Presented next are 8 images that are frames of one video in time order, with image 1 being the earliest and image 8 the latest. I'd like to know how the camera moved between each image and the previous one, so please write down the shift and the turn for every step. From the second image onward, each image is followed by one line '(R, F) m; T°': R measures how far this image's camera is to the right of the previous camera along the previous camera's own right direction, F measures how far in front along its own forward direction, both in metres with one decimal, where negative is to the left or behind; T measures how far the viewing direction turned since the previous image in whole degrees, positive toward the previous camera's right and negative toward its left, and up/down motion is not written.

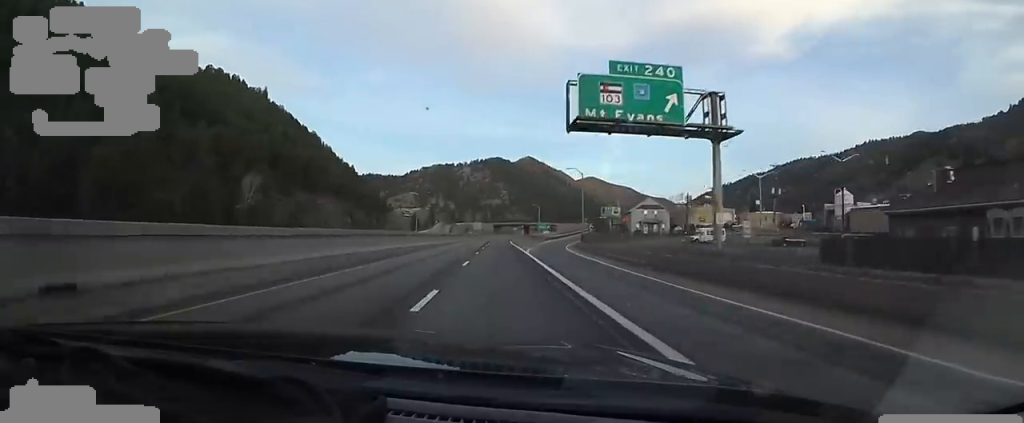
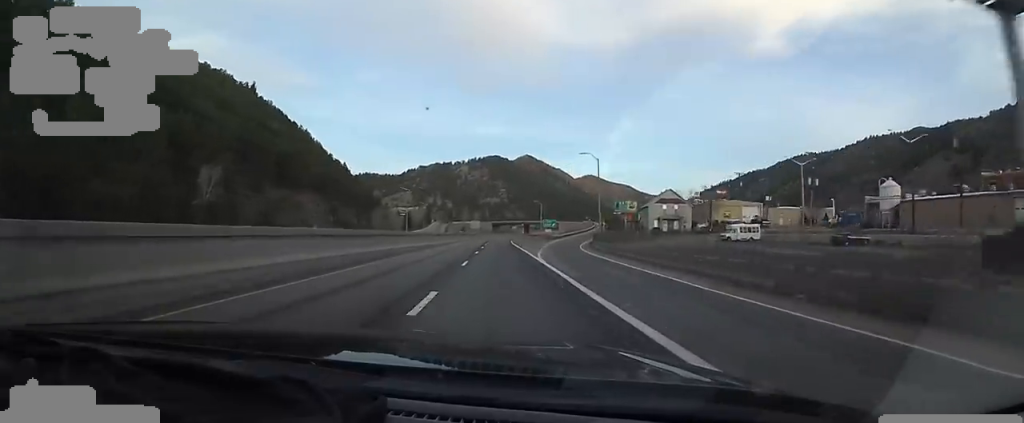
(+0.1, +12.5) m; +1°
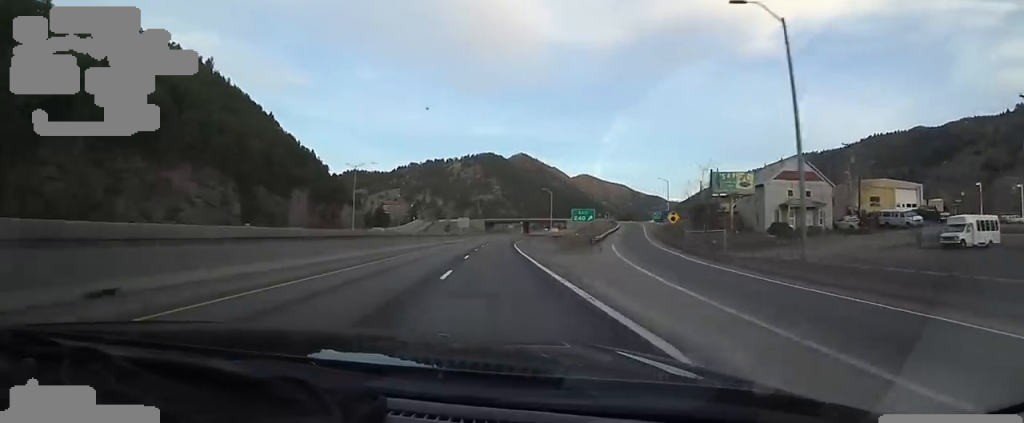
(+1.7, +42.1) m; +2°
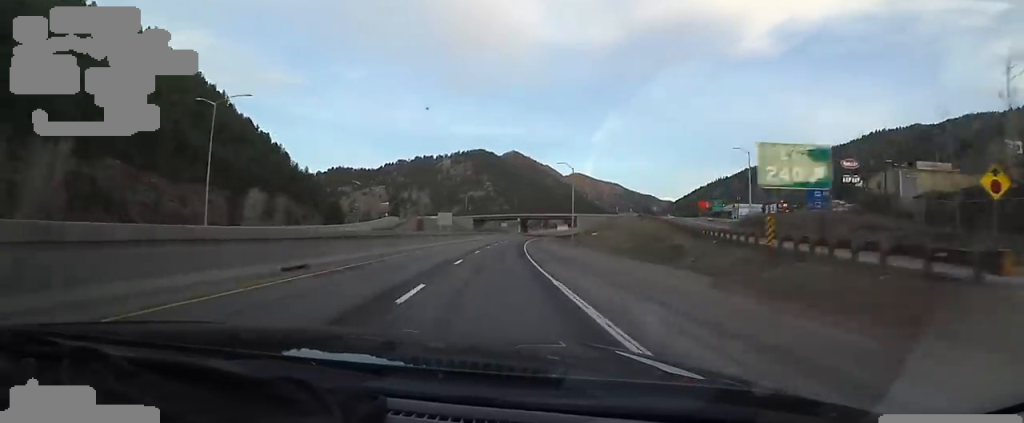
(-0.9, +40.8) m; +1°
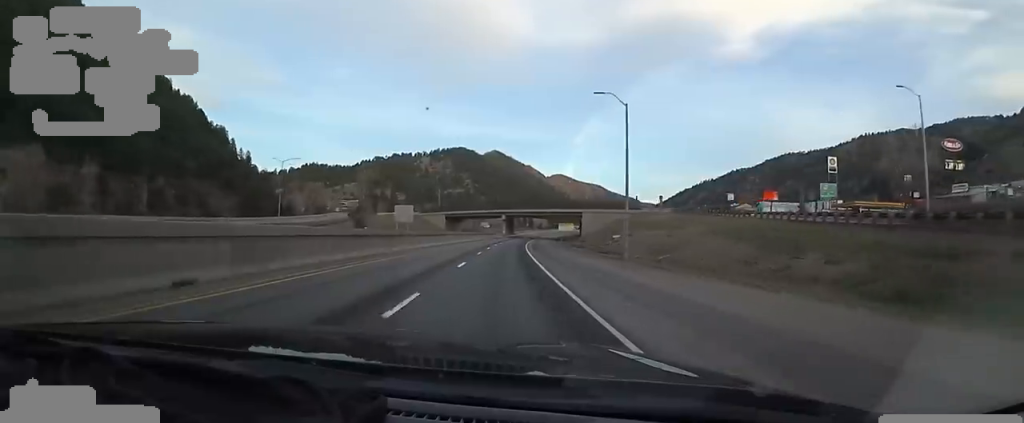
(+1.5, +36.6) m; +2°
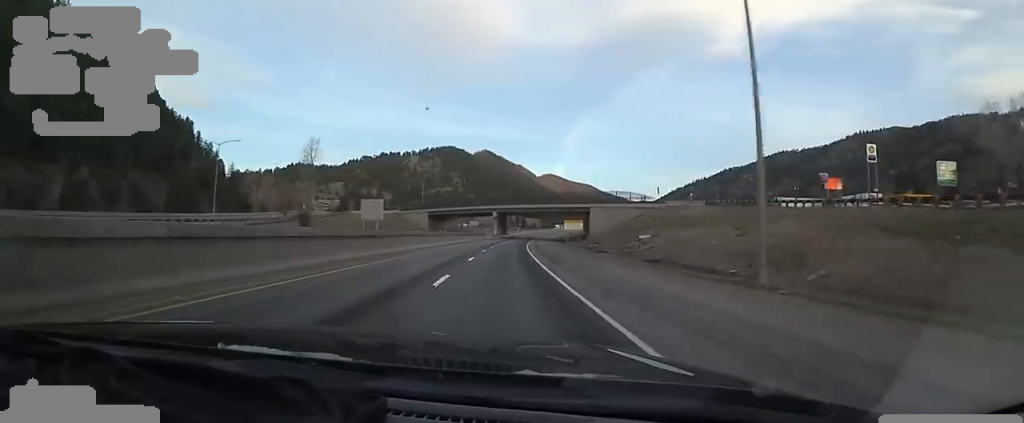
(0.0, +19.6) m; 0°
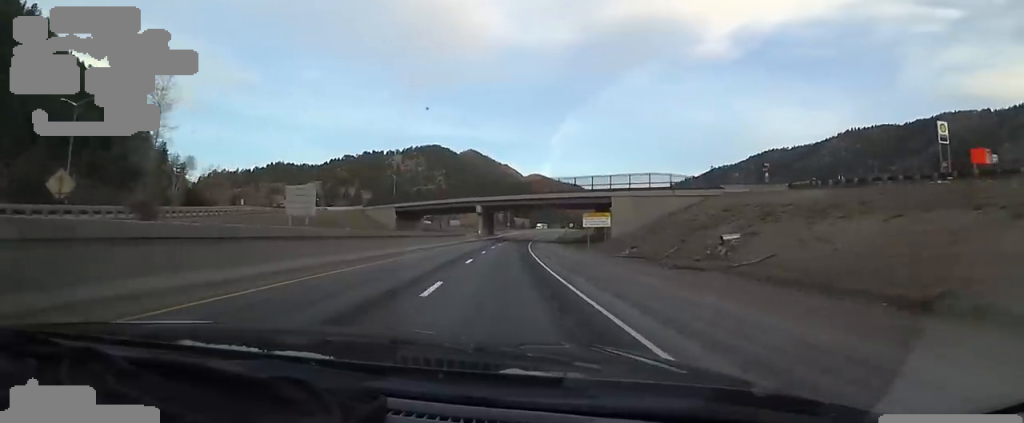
(0.0, +25.0) m; +1°
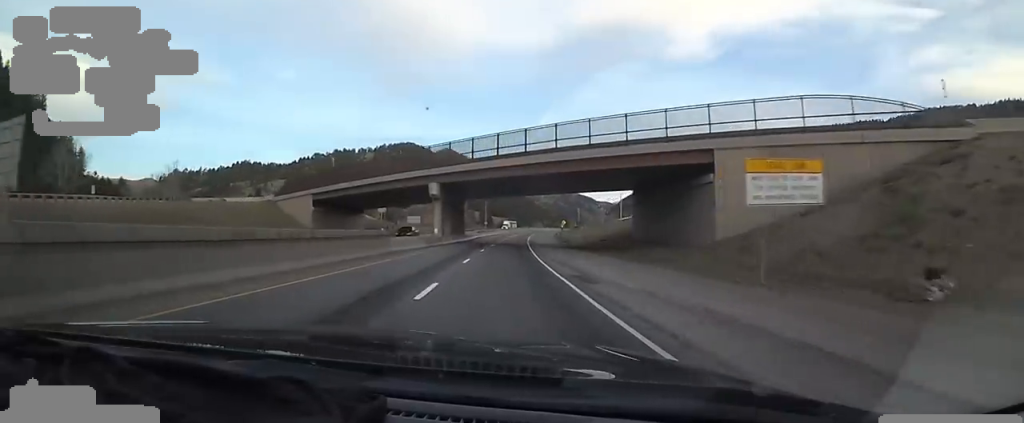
(+0.9, +35.4) m; +4°
